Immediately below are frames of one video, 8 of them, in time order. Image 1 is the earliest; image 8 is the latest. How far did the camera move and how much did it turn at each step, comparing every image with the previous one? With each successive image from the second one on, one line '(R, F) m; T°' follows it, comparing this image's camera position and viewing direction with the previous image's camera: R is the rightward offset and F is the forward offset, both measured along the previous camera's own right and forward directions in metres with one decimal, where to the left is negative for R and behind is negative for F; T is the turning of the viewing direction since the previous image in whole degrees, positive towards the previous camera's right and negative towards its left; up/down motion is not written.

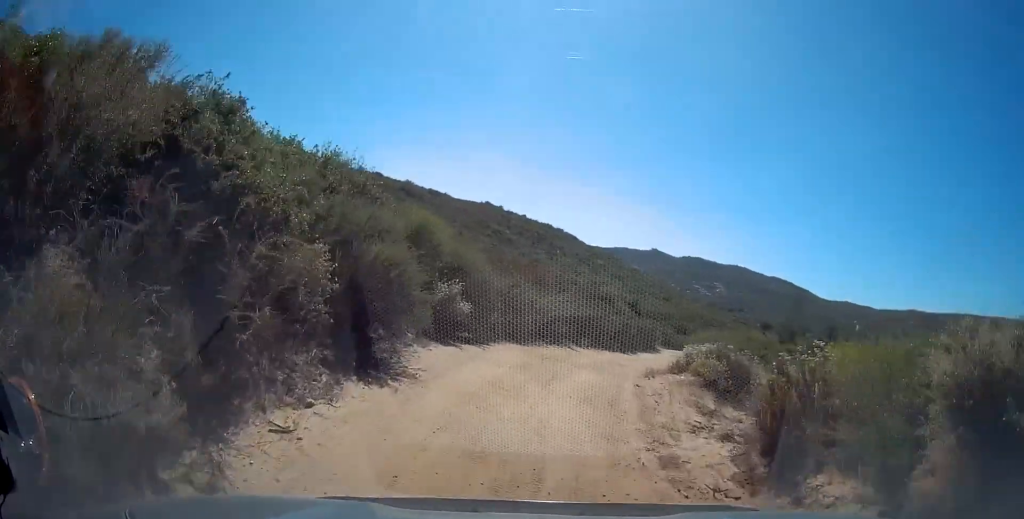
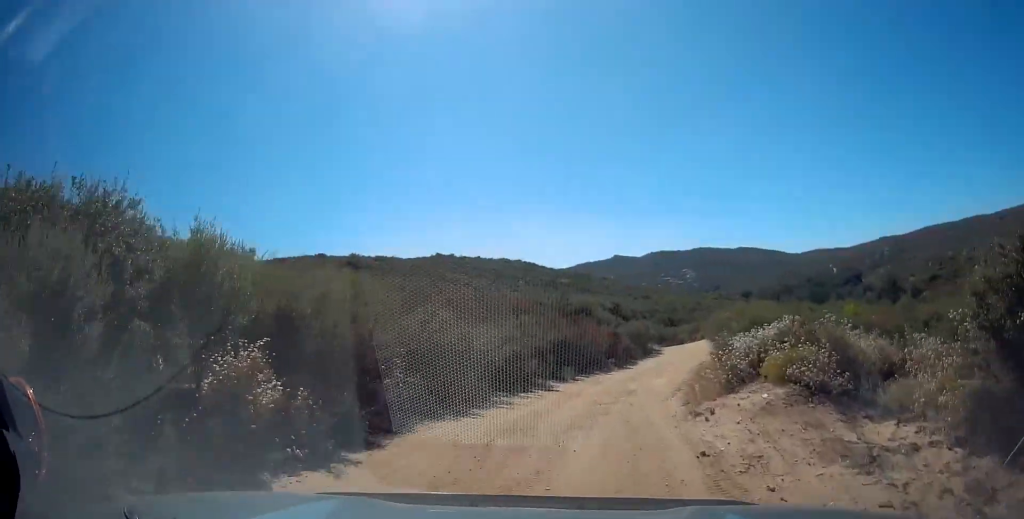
(+0.2, +7.4) m; +3°
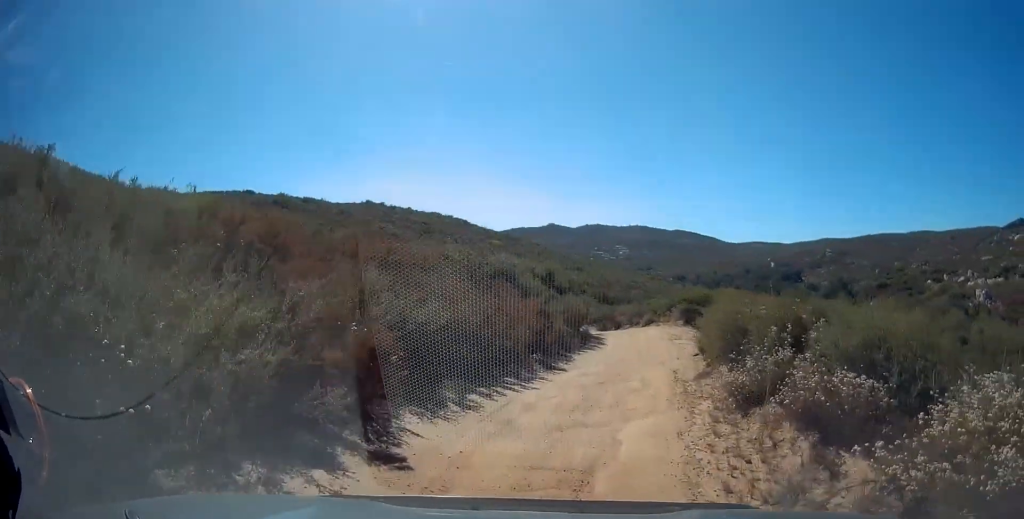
(+0.3, +8.6) m; +6°
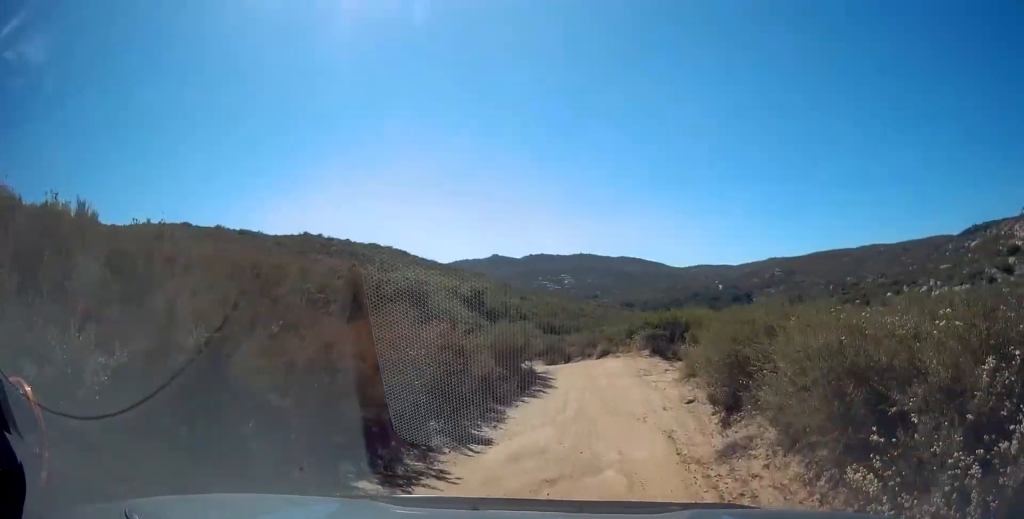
(+0.4, +6.7) m; +4°
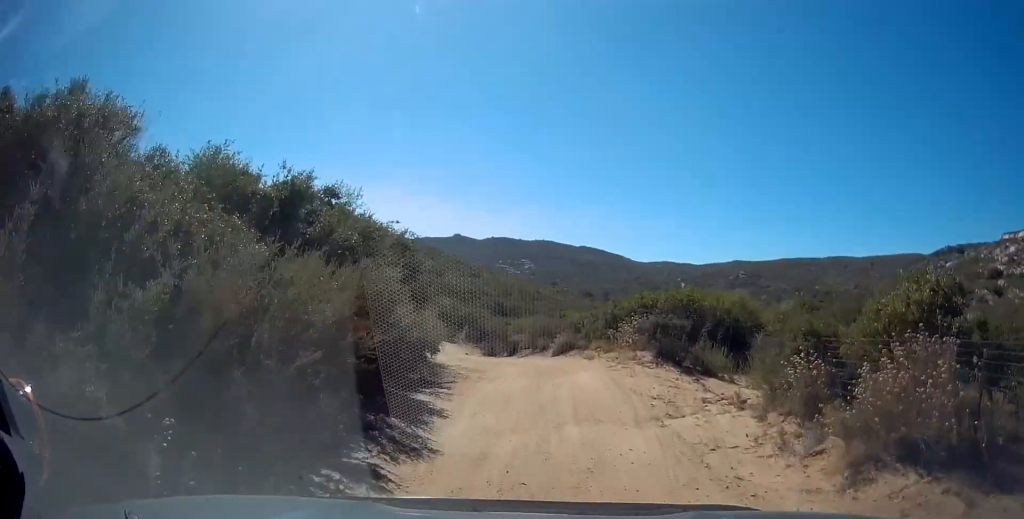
(+0.7, +12.8) m; +4°
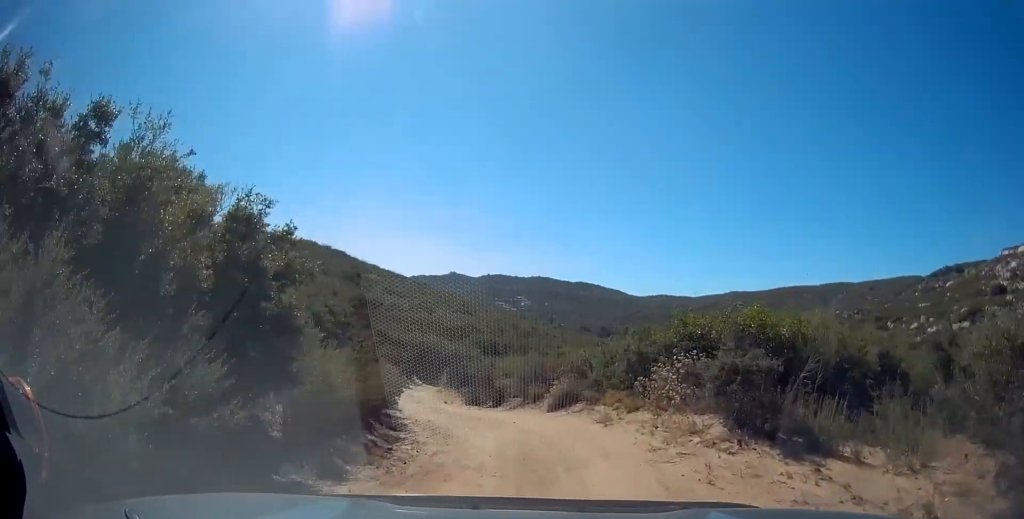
(0.0, +7.5) m; -2°
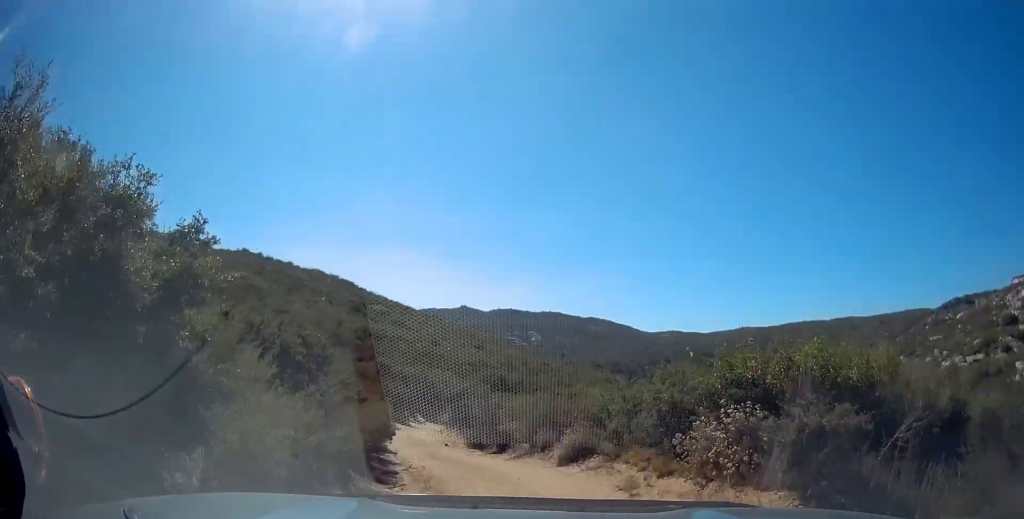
(0.0, +3.0) m; -1°
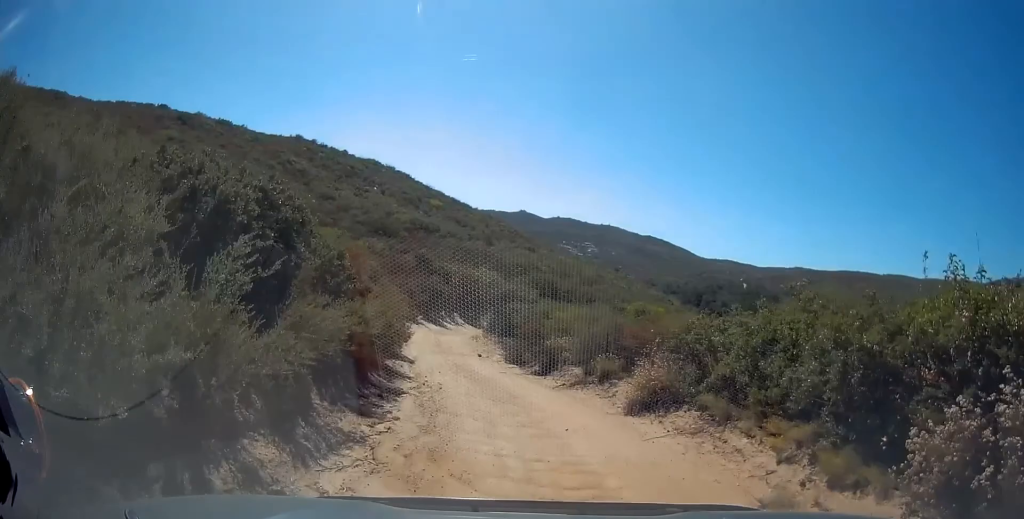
(-0.1, +5.2) m; -4°
